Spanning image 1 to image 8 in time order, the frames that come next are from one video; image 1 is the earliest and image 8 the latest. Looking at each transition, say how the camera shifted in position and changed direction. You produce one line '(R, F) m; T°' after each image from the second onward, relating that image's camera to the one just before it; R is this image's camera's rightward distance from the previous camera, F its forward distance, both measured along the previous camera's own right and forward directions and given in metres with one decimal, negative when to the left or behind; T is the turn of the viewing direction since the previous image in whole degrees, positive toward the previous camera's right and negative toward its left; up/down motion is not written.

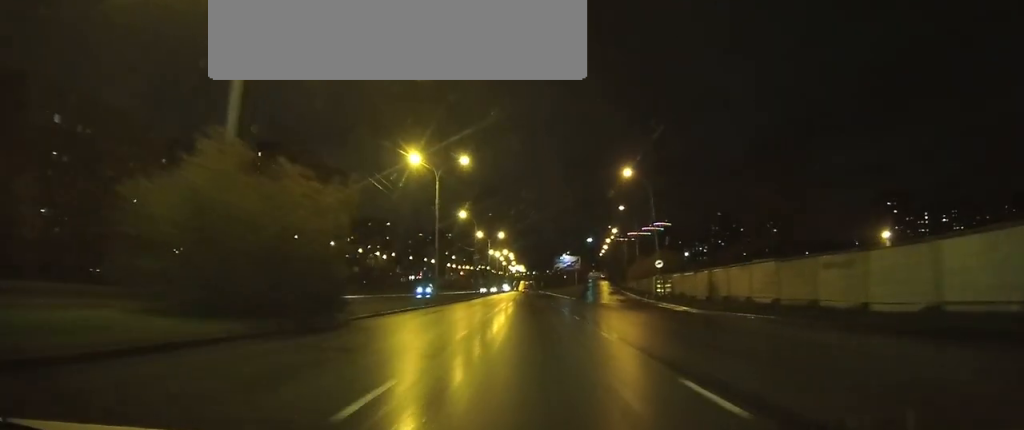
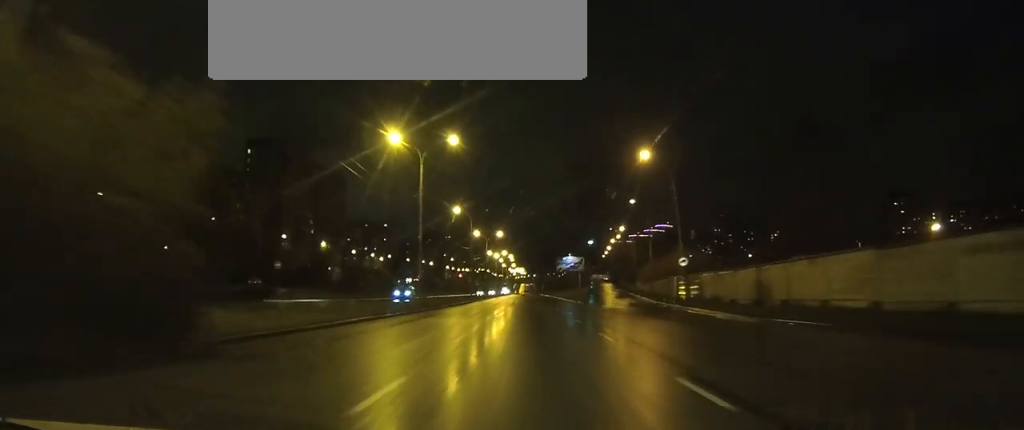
(0.0, +8.5) m; 0°
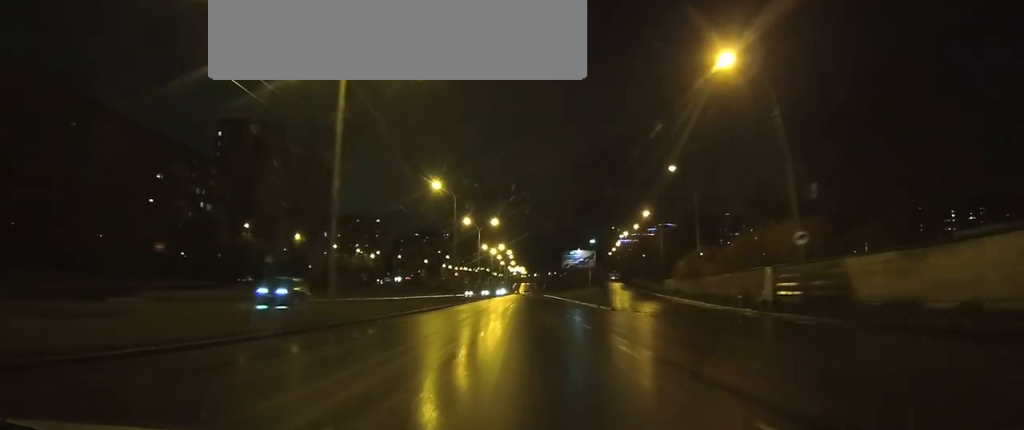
(0.0, +21.9) m; 0°
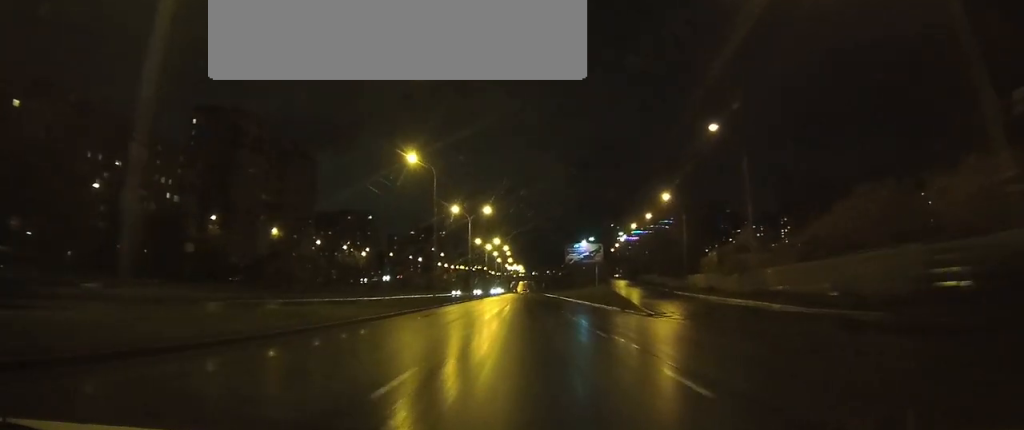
(0.0, +14.9) m; 0°
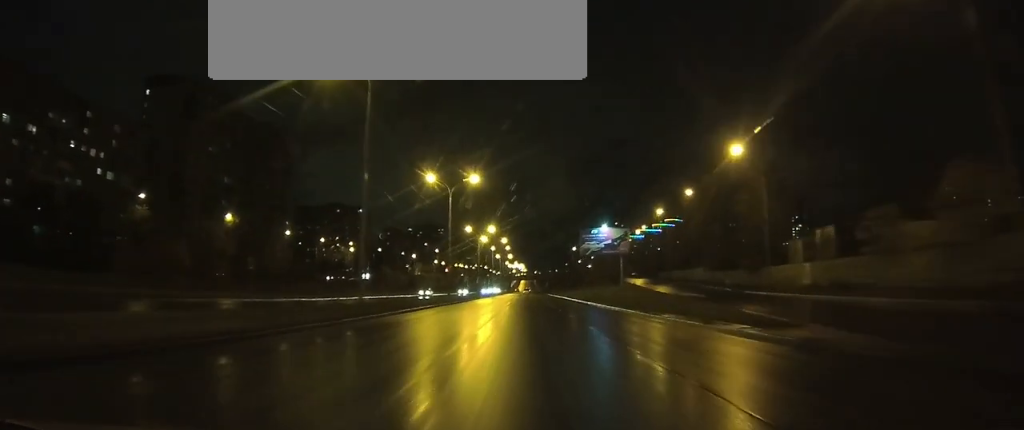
(0.0, +28.5) m; 0°
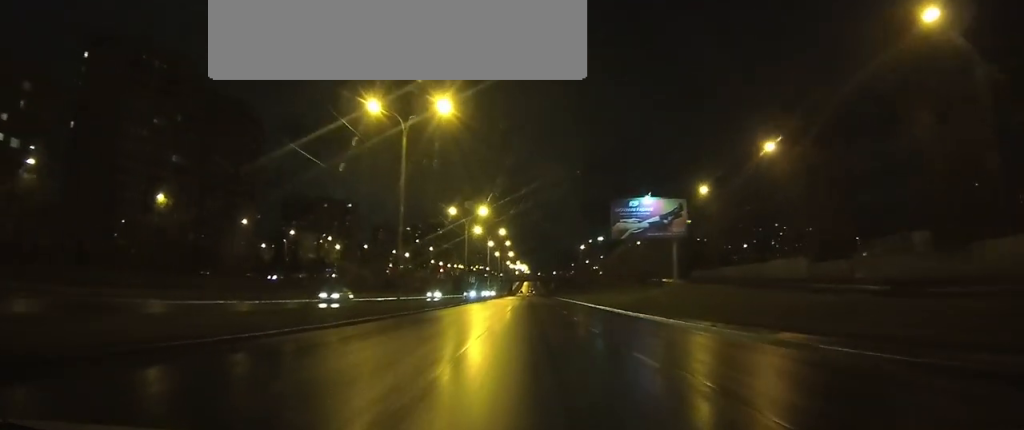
(+0.1, +30.8) m; 0°
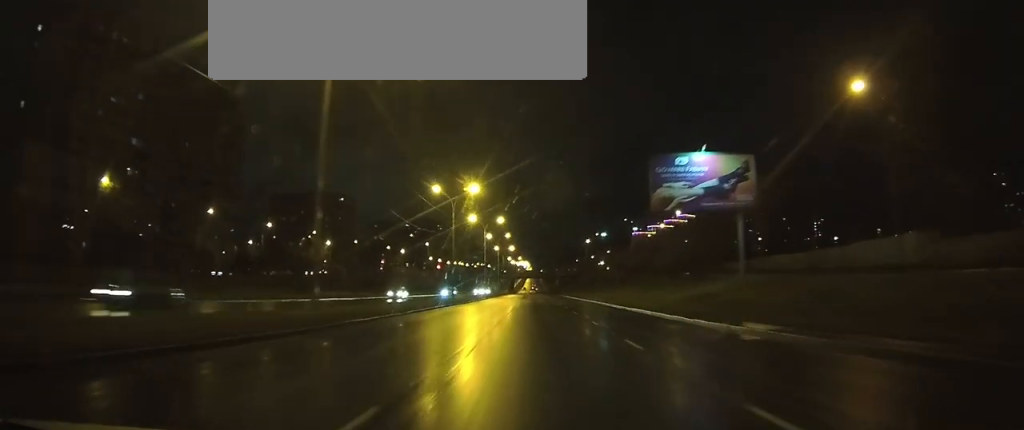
(0.0, +16.5) m; 0°
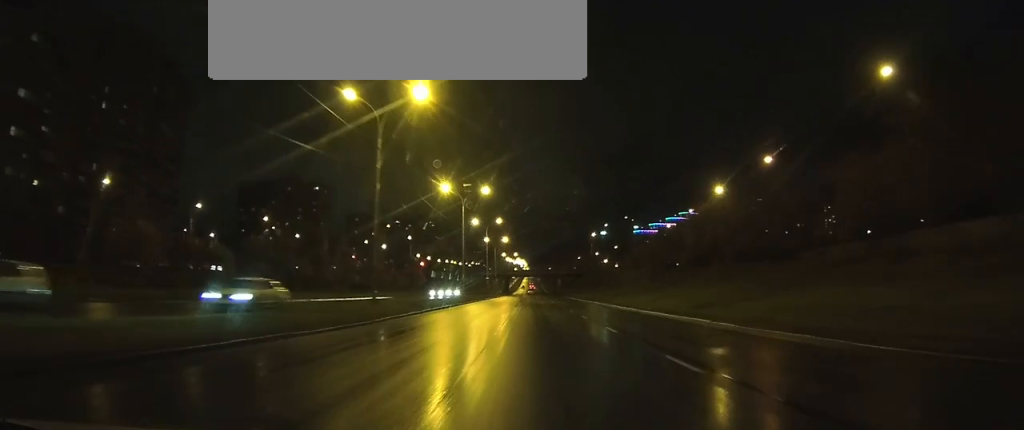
(+0.2, +29.3) m; 0°
